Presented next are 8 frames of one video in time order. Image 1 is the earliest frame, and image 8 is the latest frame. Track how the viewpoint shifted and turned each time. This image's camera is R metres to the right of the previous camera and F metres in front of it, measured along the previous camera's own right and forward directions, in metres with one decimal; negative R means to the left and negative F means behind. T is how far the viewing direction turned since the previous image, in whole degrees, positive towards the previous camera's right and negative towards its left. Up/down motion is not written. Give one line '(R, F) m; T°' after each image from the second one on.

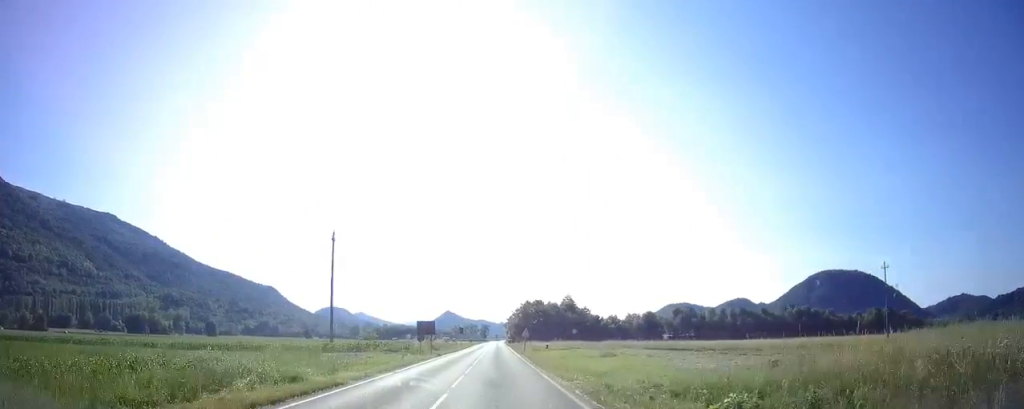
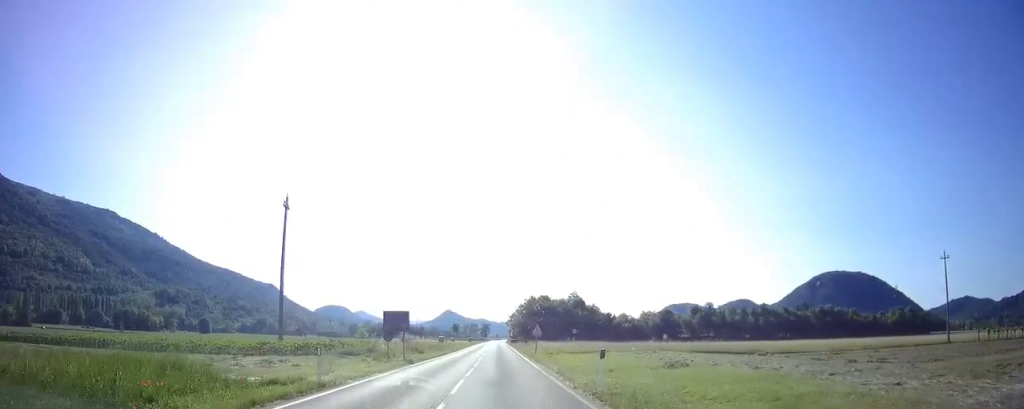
(0.0, +13.5) m; +1°
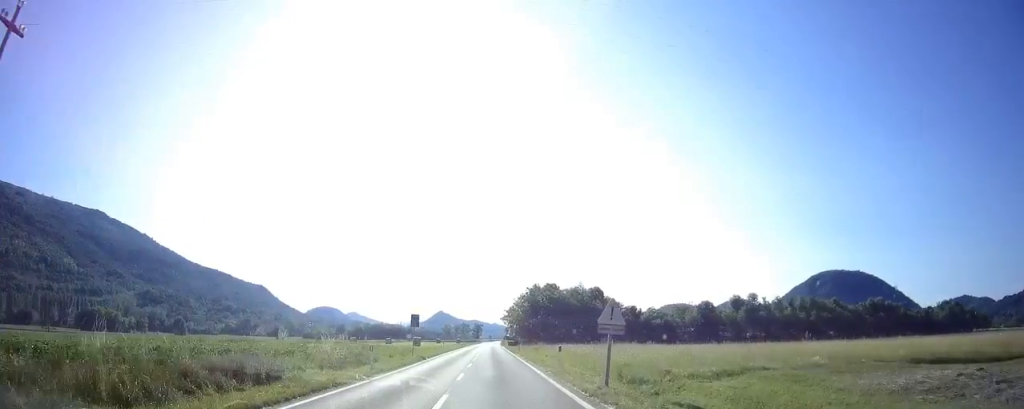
(+0.2, +29.5) m; 0°
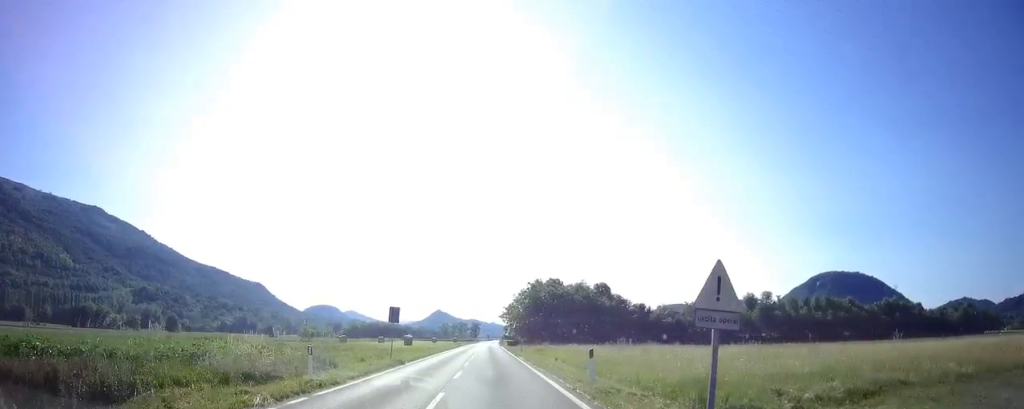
(-0.1, +7.2) m; 0°
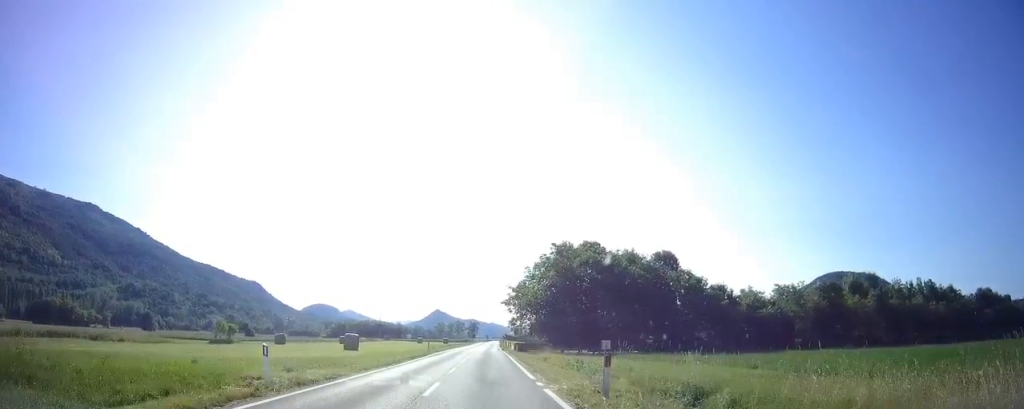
(0.0, +34.0) m; 0°
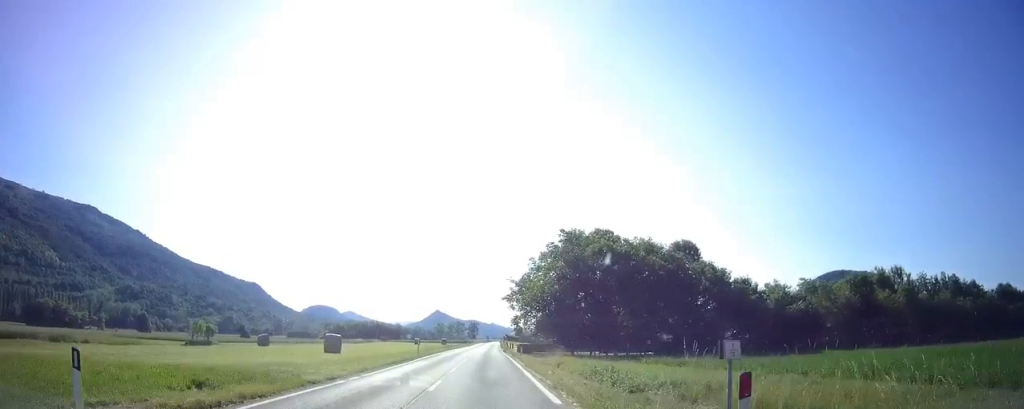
(+0.2, +7.3) m; +1°
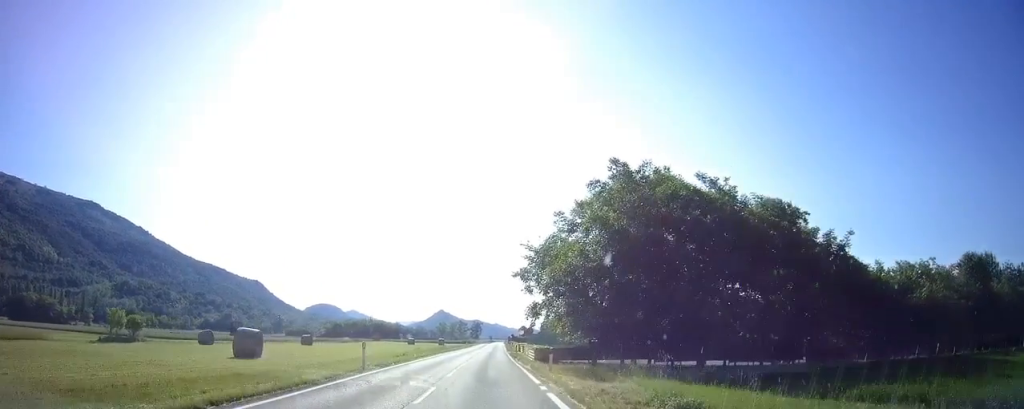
(+0.2, +17.0) m; 0°
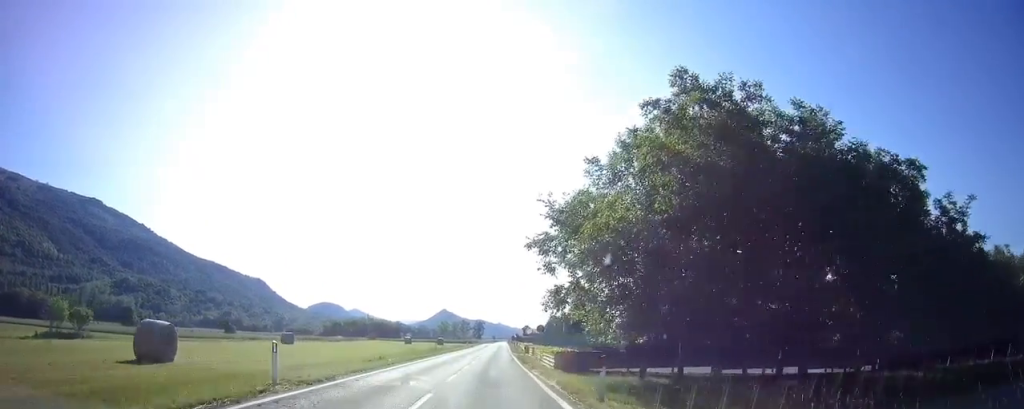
(0.0, +8.5) m; -1°
